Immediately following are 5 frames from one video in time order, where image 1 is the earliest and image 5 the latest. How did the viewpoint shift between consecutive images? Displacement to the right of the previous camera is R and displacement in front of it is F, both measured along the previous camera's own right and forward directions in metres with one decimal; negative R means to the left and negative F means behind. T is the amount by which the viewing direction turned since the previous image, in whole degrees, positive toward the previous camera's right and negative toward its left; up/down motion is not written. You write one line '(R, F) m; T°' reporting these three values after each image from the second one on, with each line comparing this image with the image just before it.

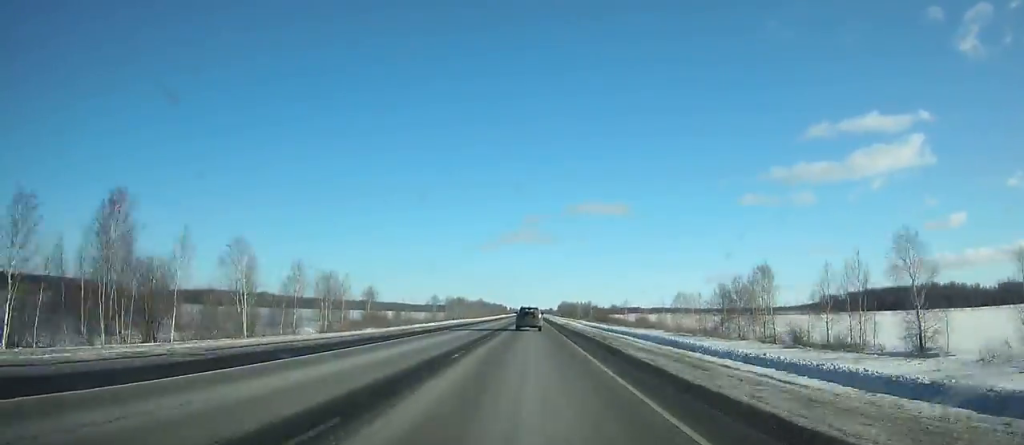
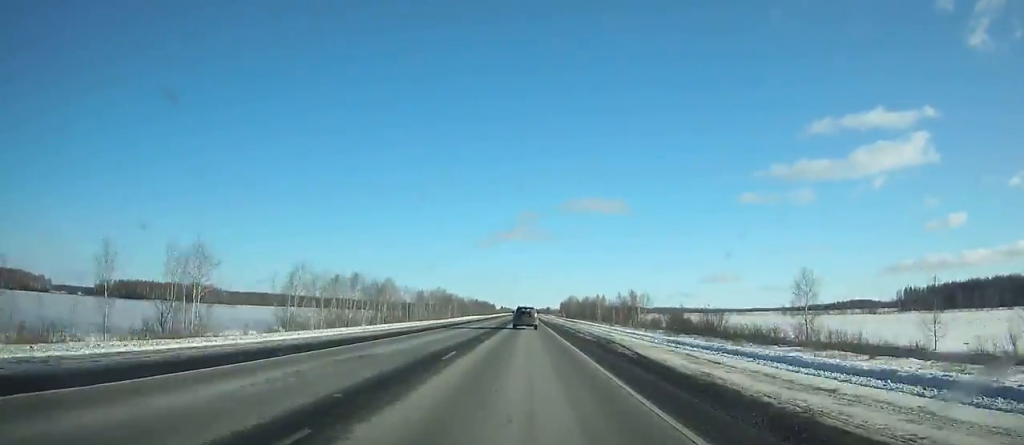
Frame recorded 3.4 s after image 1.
(-0.1, +109.6) m; 0°
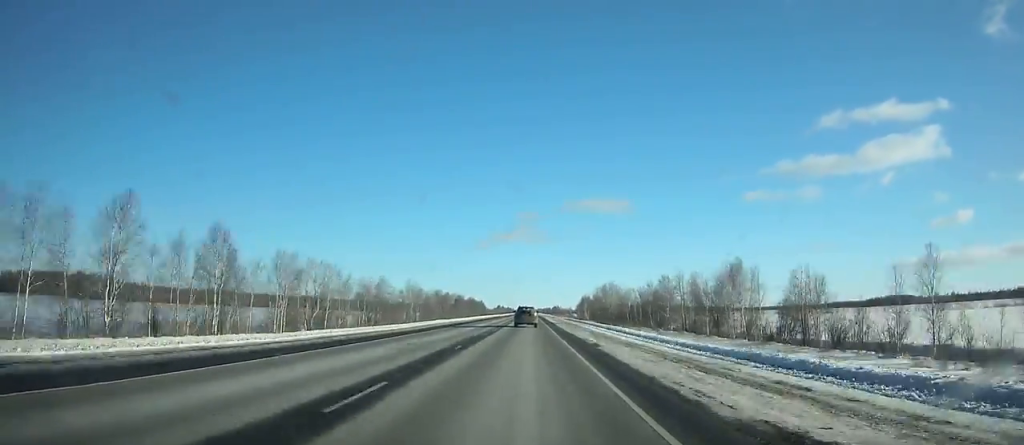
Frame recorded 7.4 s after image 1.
(0.0, +128.0) m; 0°
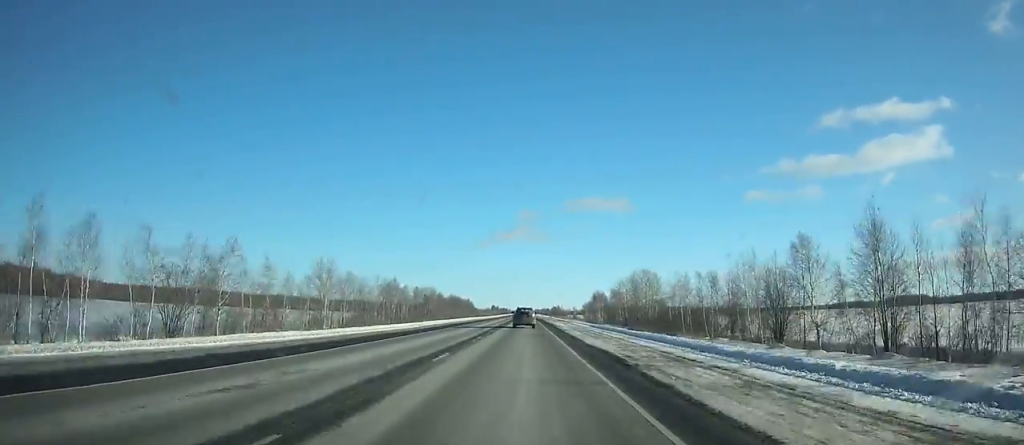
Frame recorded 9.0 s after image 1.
(0.0, +50.9) m; 0°
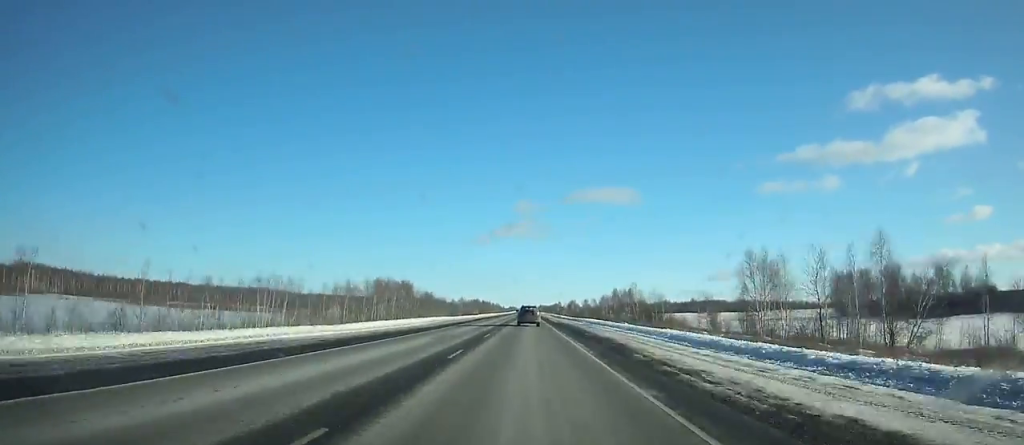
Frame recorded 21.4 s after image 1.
(-0.6, +392.3) m; 0°
